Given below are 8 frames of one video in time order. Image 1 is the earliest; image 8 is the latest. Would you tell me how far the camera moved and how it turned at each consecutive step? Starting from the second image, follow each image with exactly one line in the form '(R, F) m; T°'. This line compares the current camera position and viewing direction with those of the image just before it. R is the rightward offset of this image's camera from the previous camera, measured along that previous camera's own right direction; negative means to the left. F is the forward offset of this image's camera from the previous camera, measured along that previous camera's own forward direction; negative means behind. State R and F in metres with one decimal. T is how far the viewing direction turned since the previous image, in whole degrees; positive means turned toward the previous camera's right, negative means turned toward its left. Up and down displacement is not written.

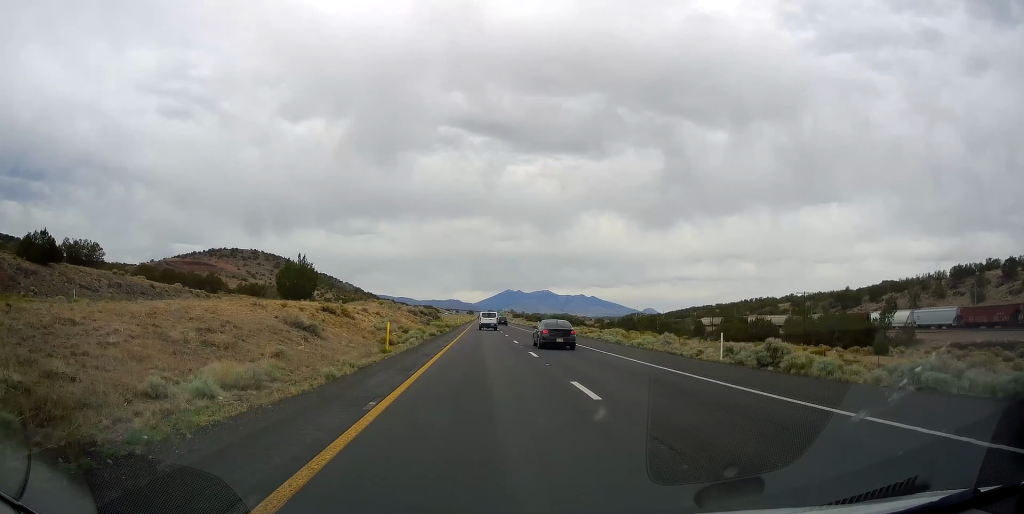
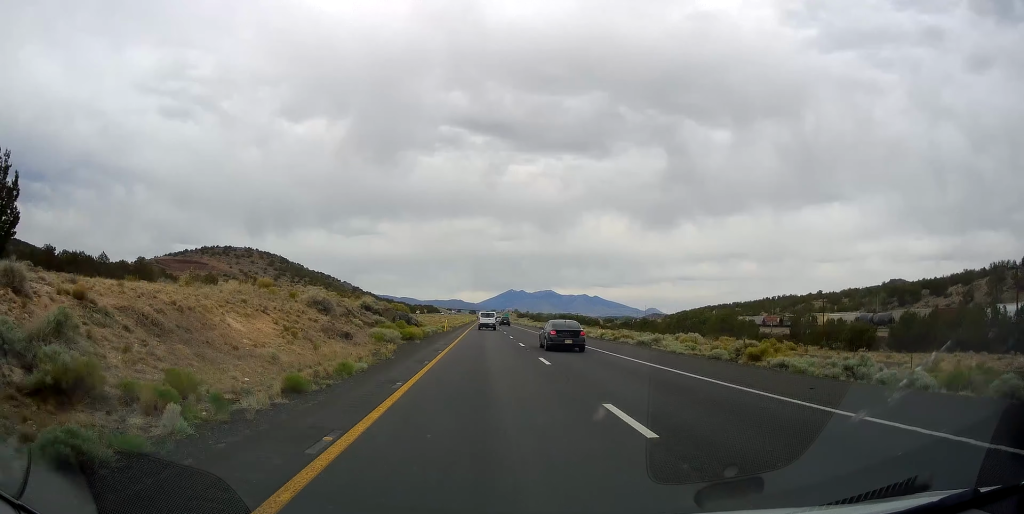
(-0.1, +40.0) m; -1°
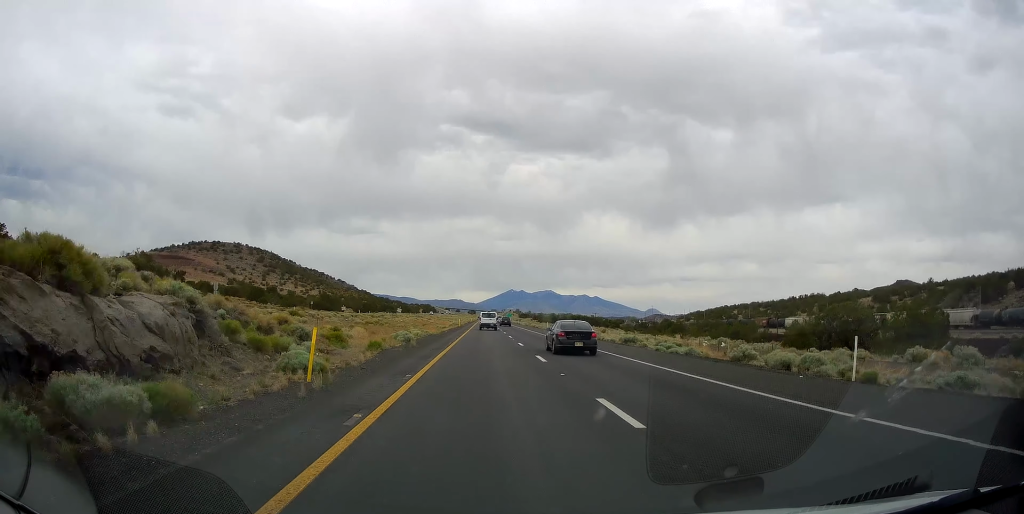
(0.0, +47.3) m; +1°
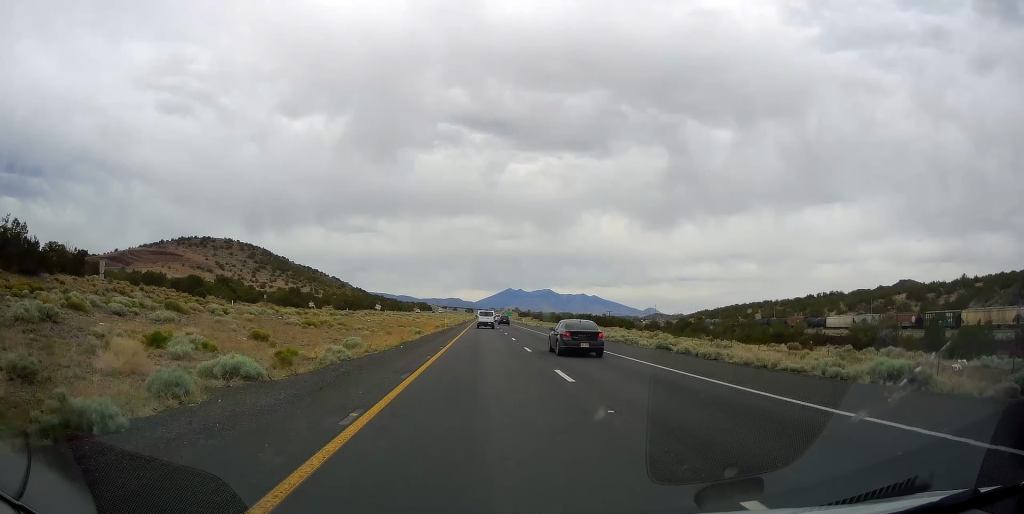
(+0.2, +30.8) m; 0°
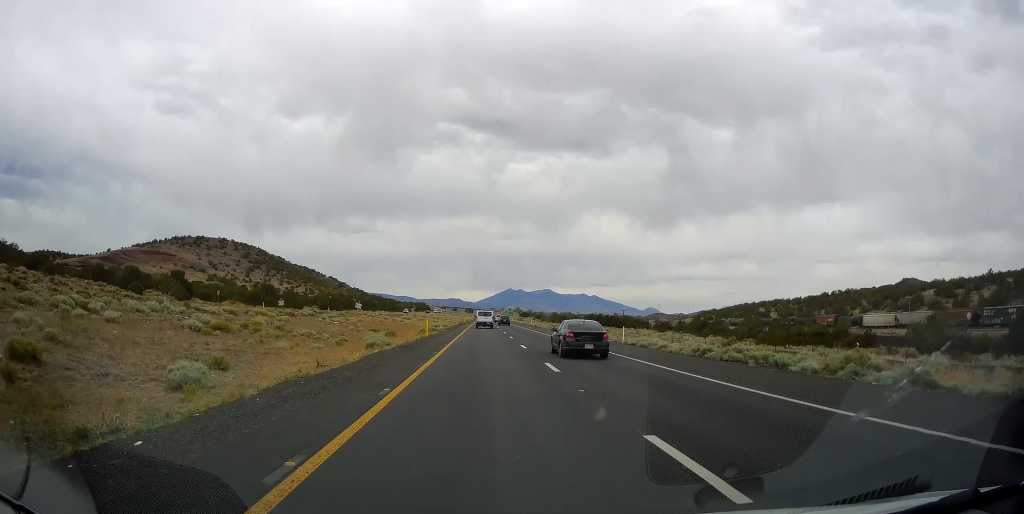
(0.0, +21.6) m; 0°
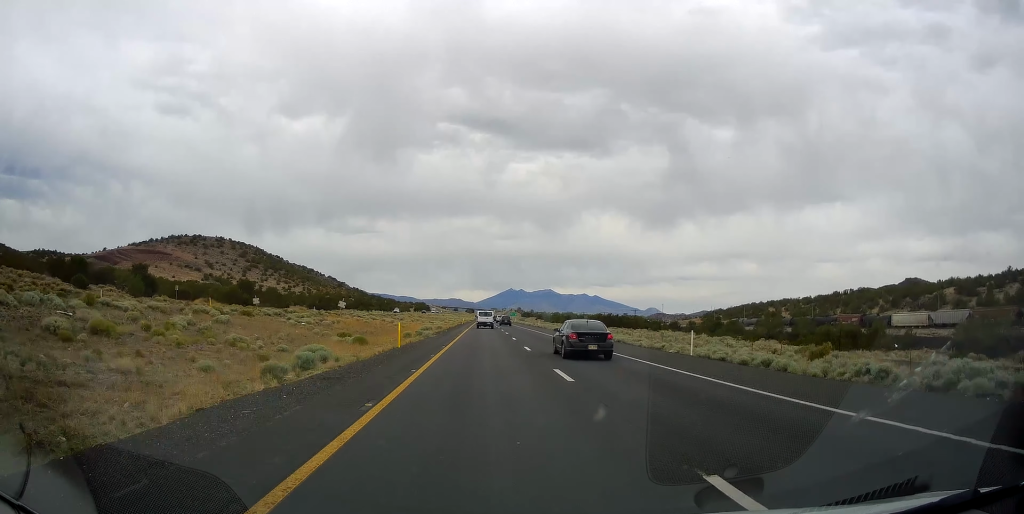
(+0.1, +14.4) m; 0°
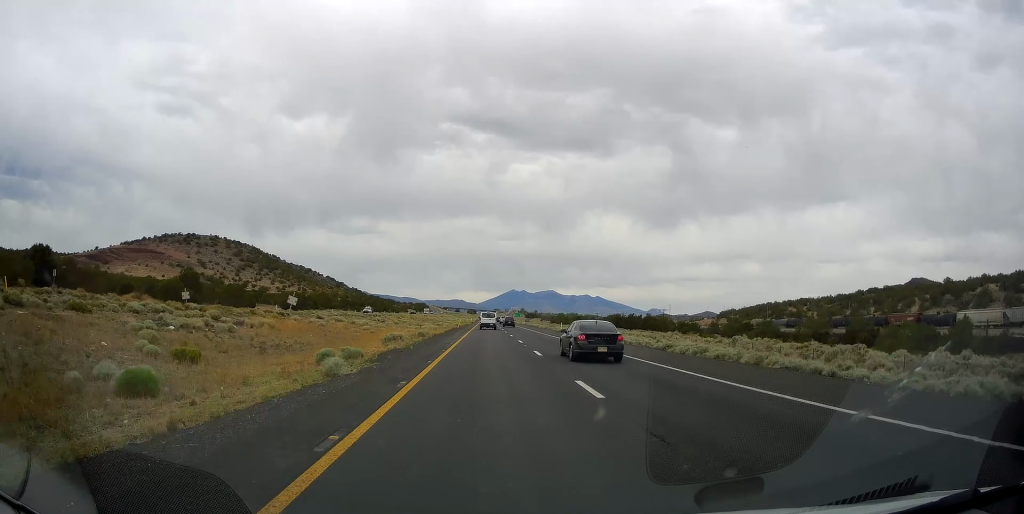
(-0.3, +27.7) m; 0°
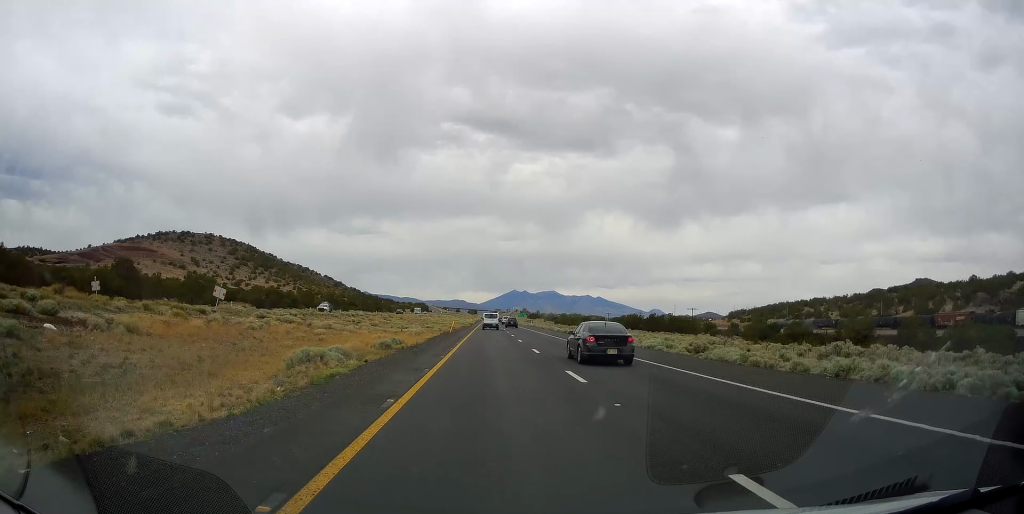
(0.0, +21.4) m; 0°
